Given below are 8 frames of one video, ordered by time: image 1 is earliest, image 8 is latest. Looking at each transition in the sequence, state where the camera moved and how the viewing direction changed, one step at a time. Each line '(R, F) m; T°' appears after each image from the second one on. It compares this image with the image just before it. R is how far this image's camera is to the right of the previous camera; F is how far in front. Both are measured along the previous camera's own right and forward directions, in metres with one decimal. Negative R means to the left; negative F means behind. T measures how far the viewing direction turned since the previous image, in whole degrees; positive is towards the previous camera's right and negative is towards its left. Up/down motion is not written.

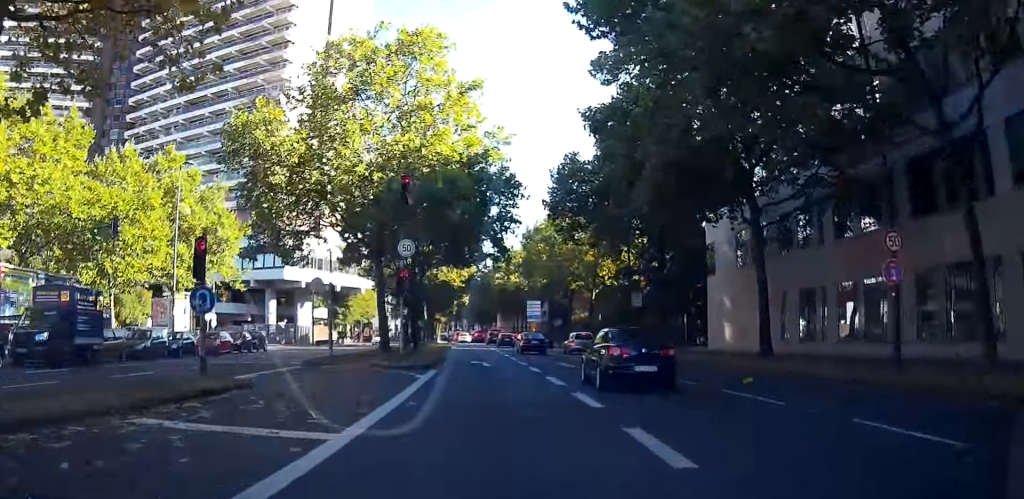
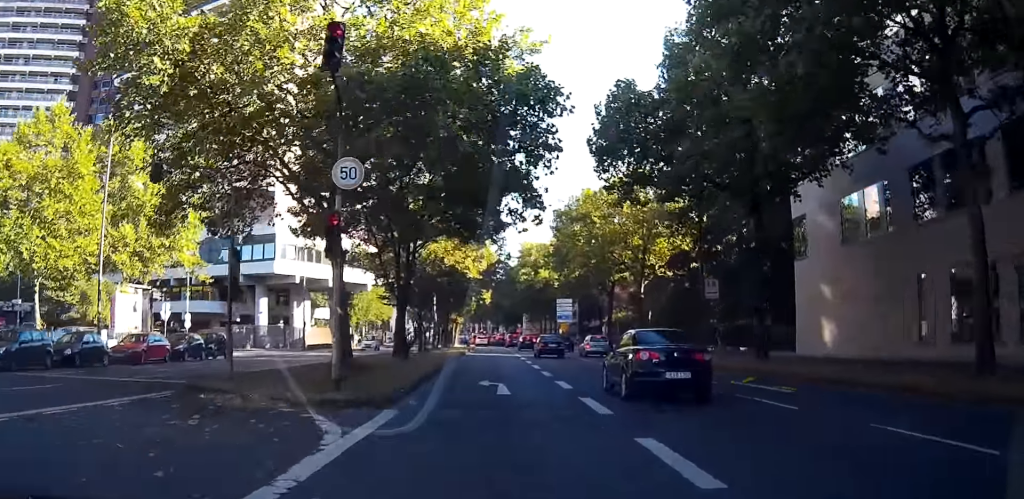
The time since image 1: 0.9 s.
(+0.1, +12.3) m; 0°
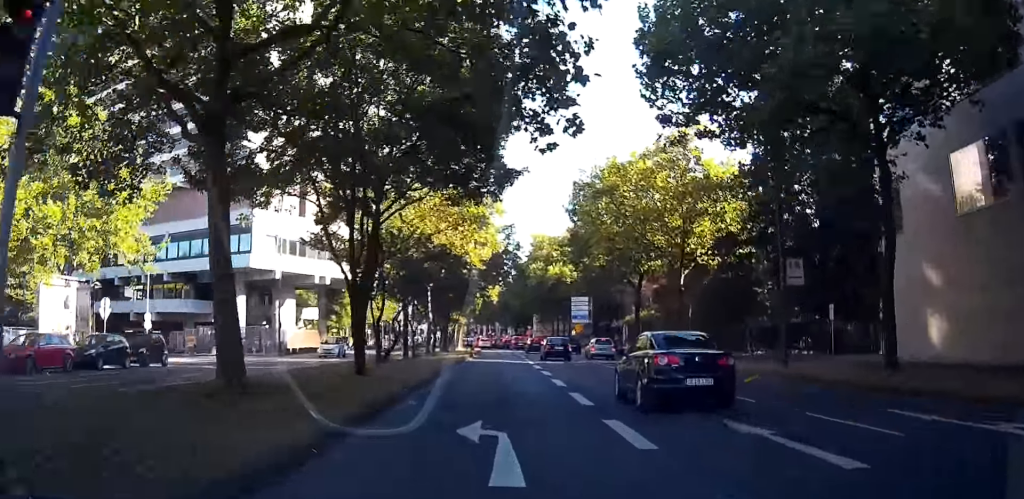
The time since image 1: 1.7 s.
(-0.1, +9.7) m; 0°
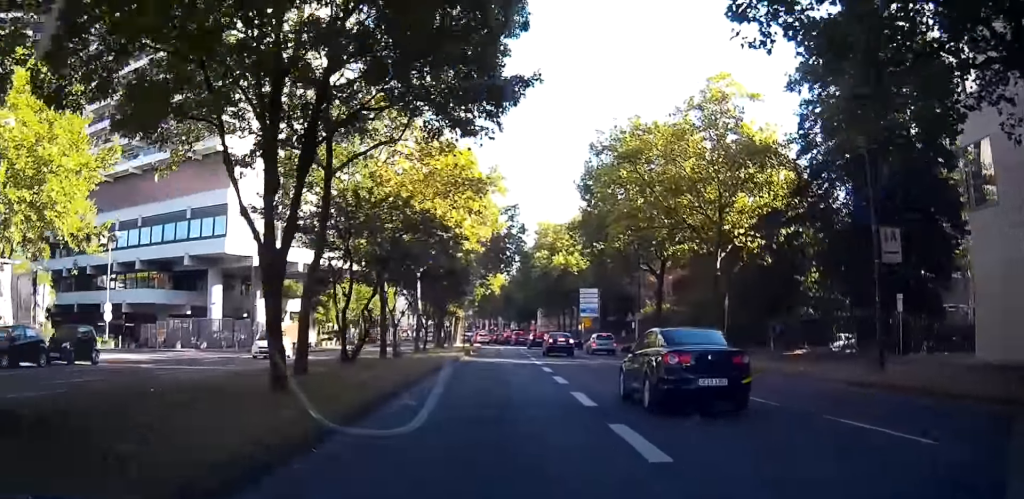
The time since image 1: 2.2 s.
(-0.1, +7.0) m; 0°
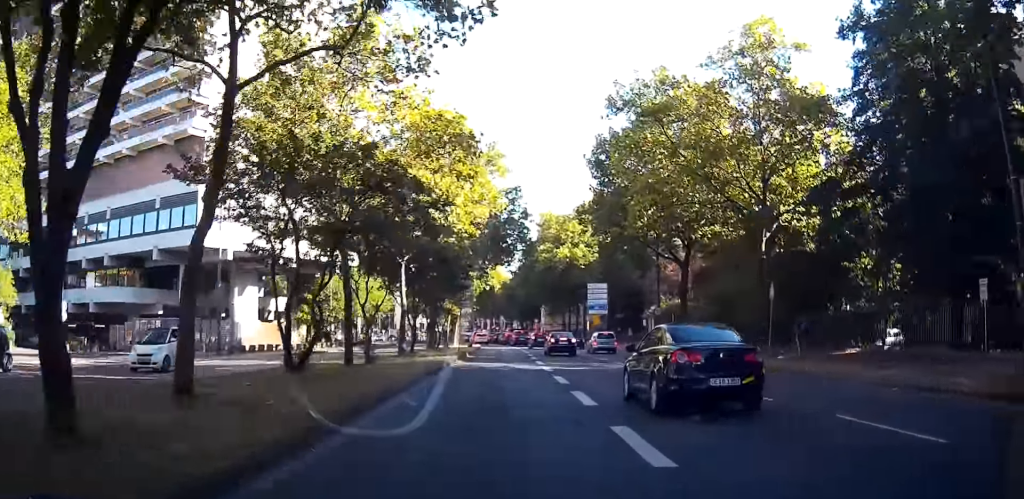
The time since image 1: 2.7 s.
(+0.1, +5.8) m; 0°
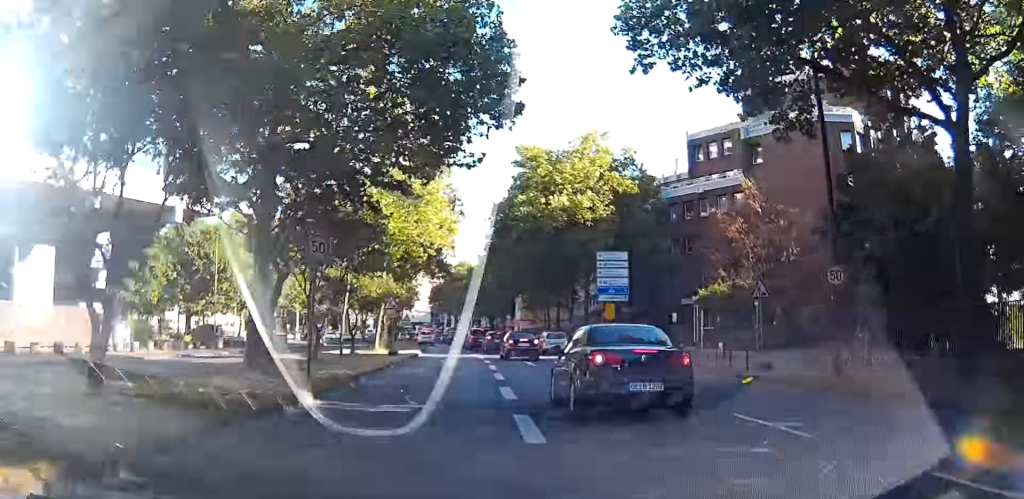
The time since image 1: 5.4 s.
(+0.6, +24.6) m; +4°
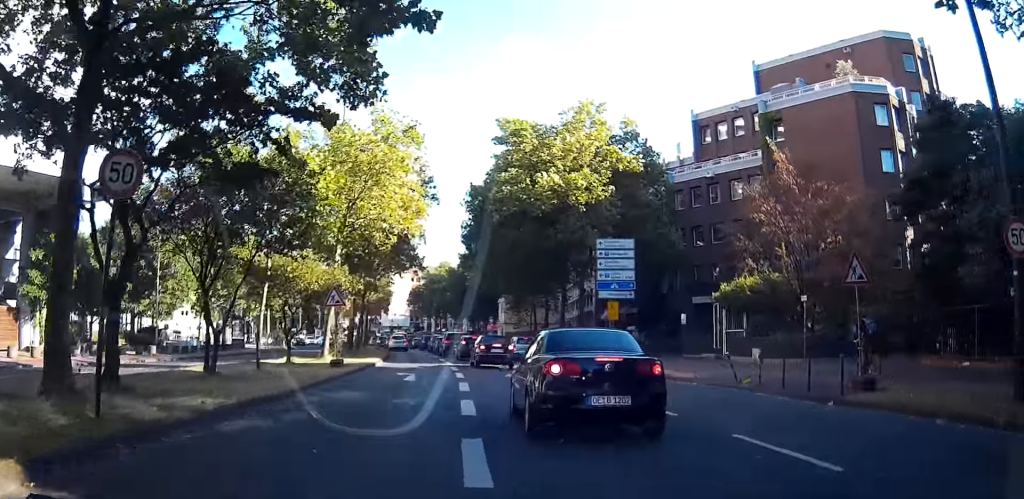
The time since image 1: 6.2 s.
(+0.1, +6.2) m; +2°
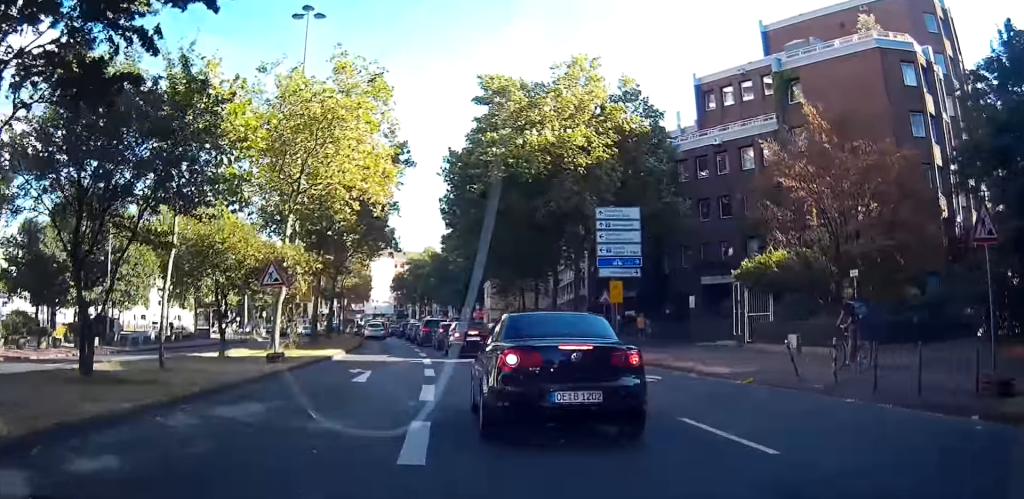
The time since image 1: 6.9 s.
(+0.1, +2.8) m; +1°
